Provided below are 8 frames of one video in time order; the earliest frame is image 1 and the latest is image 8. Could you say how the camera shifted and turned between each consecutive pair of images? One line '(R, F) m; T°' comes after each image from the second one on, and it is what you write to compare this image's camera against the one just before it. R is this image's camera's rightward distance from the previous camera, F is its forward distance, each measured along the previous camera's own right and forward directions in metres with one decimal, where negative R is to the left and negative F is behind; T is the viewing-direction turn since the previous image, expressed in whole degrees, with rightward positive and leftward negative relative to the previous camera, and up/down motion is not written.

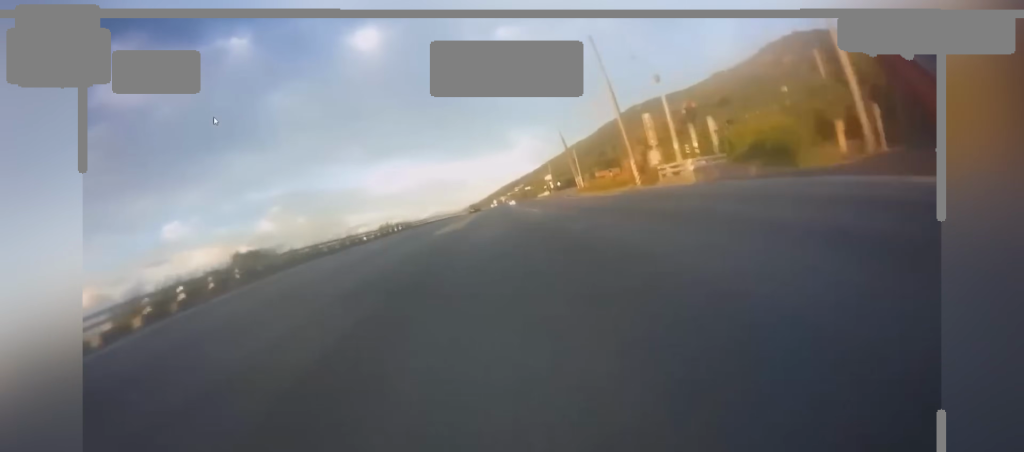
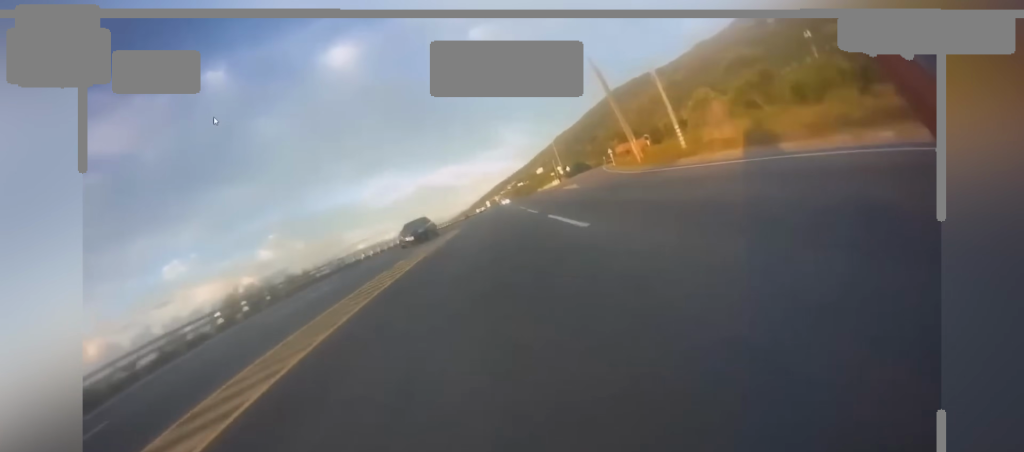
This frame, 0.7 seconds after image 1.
(+0.4, +29.7) m; +2°
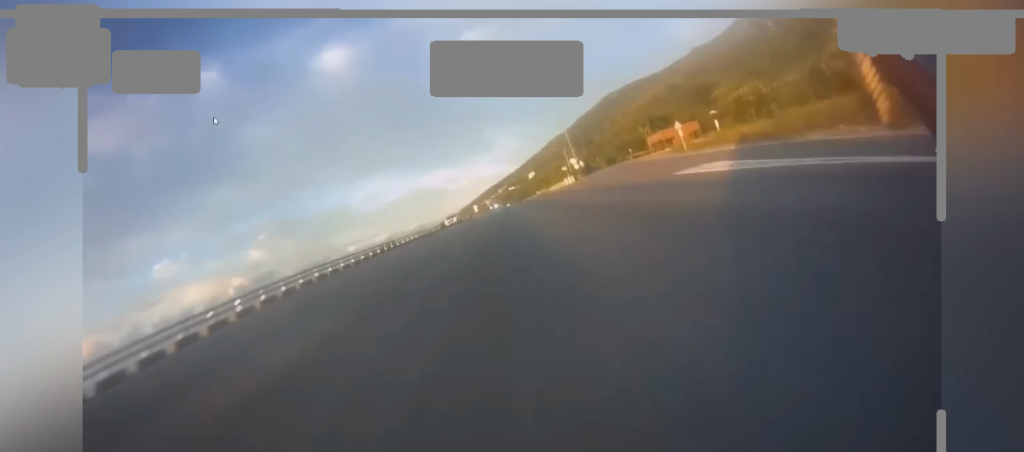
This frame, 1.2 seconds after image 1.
(+0.4, +24.3) m; +1°
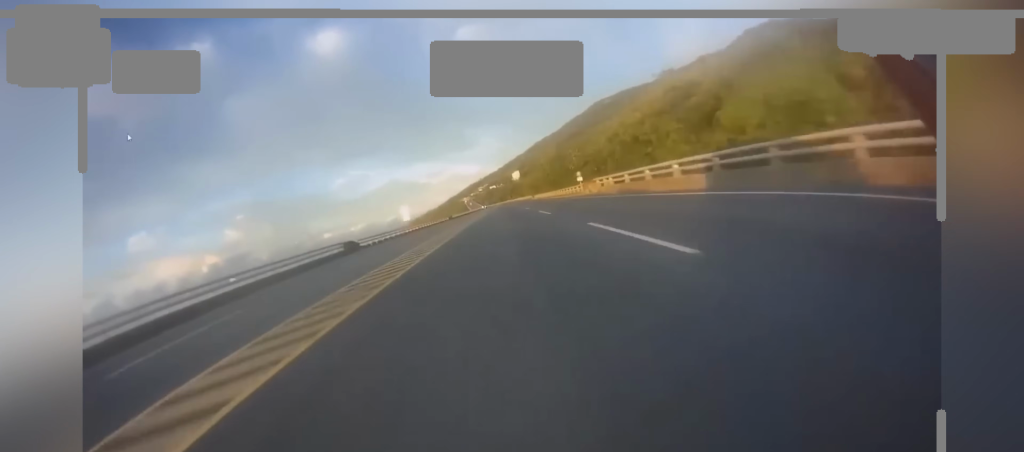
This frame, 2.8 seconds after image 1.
(+2.1, +75.3) m; +2°
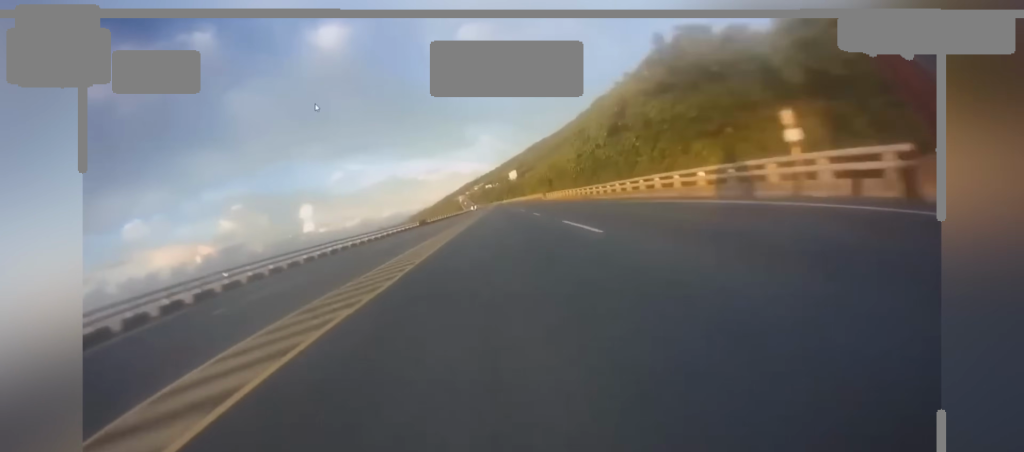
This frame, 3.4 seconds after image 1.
(+0.3, +26.6) m; +1°
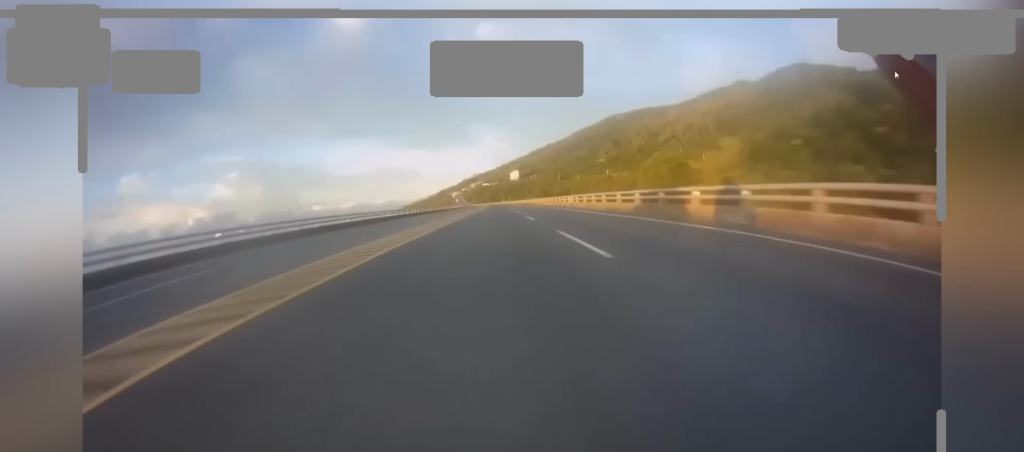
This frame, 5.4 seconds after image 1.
(+1.9, +93.4) m; +1°
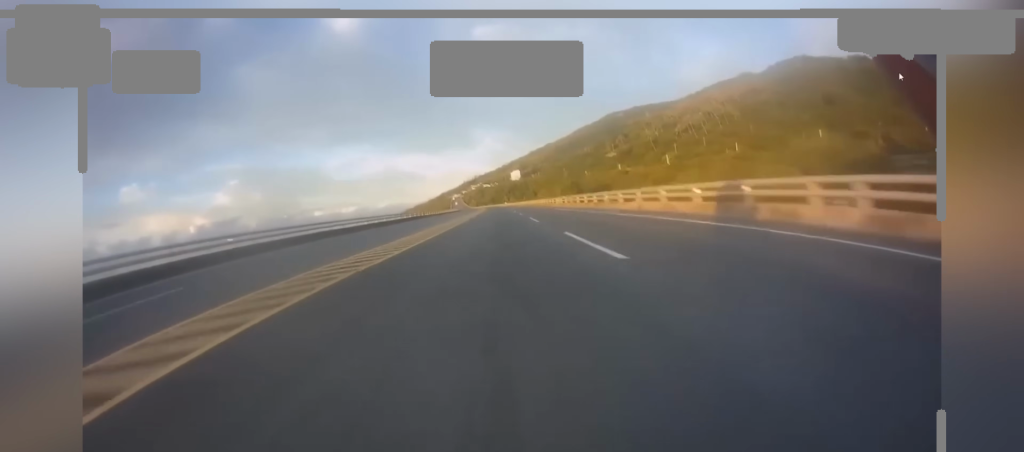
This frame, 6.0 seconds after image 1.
(-0.1, +29.7) m; 0°
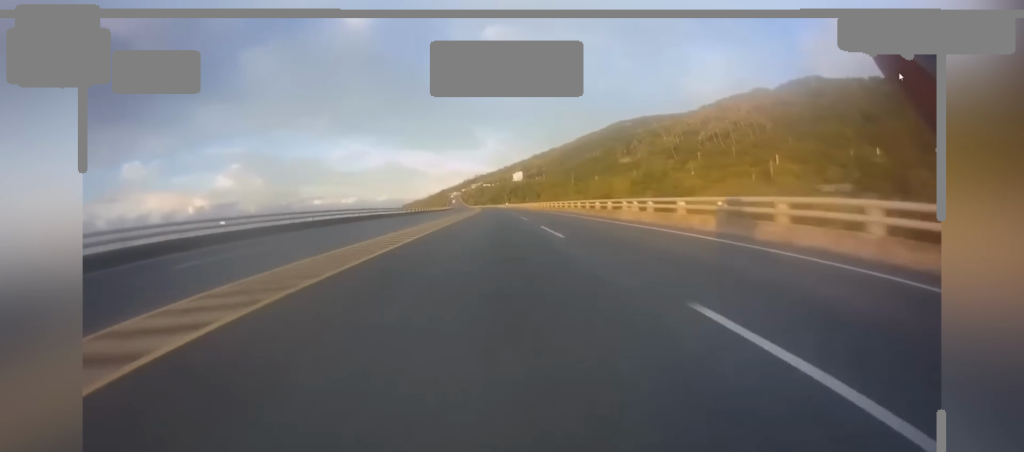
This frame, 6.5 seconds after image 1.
(0.0, +24.2) m; 0°
